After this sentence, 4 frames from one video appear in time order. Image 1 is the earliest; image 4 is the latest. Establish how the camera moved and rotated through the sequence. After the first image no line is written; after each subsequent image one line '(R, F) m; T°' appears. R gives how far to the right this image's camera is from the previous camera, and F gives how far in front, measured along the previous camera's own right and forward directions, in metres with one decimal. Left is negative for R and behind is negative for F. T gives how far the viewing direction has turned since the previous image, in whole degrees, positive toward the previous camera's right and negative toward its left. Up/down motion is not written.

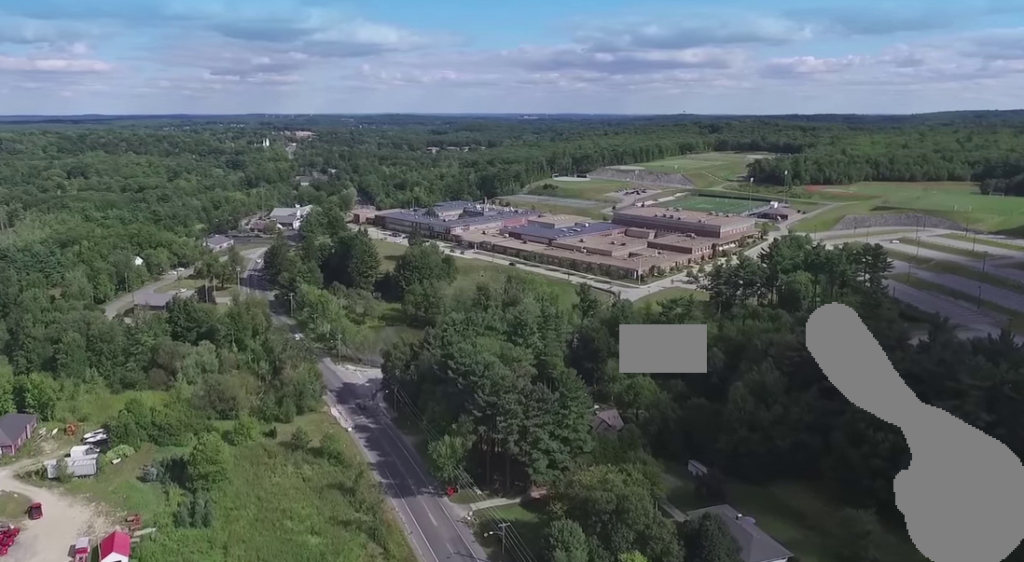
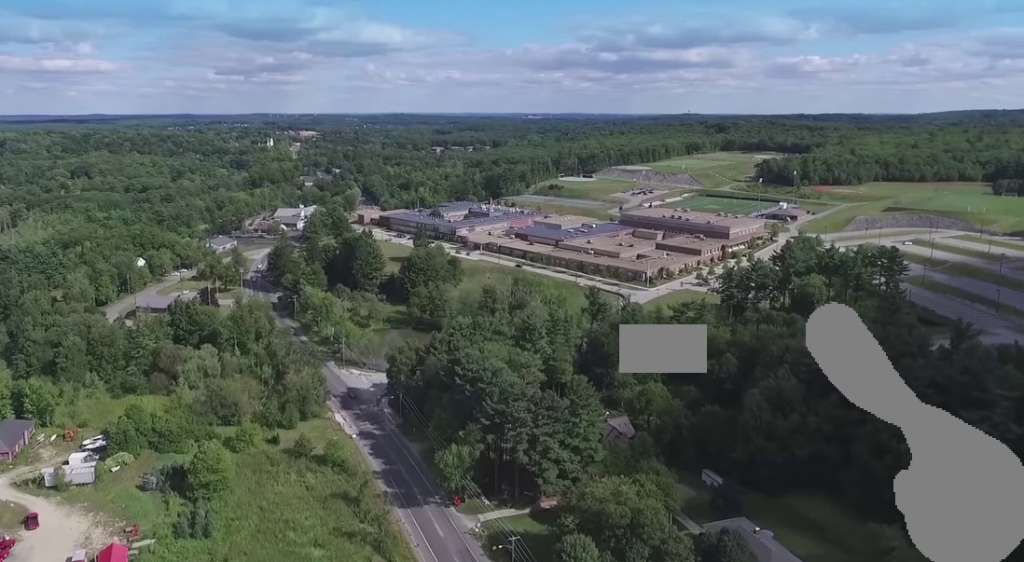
(0.0, +4.6) m; -1°
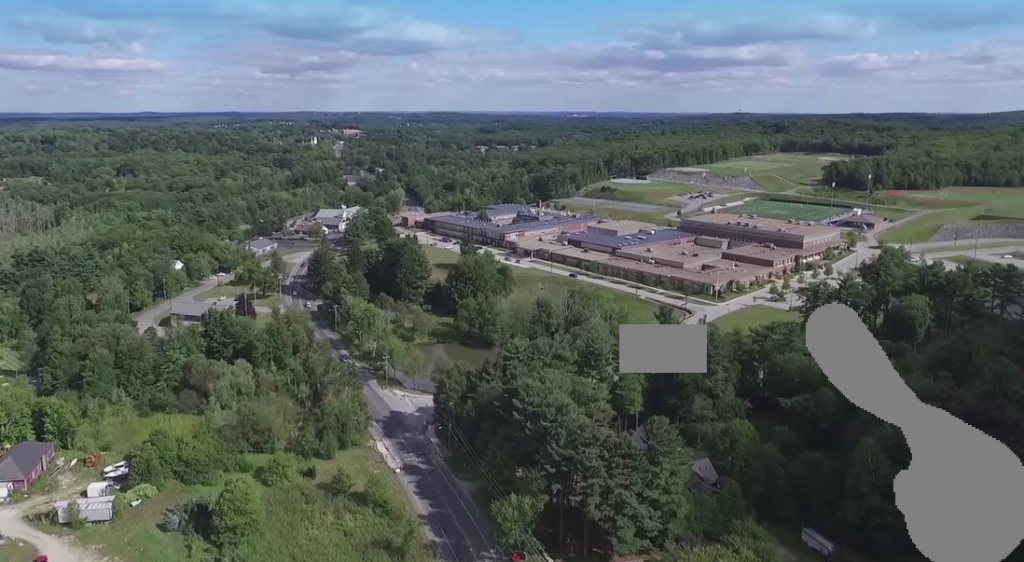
(-0.9, +21.5) m; -5°
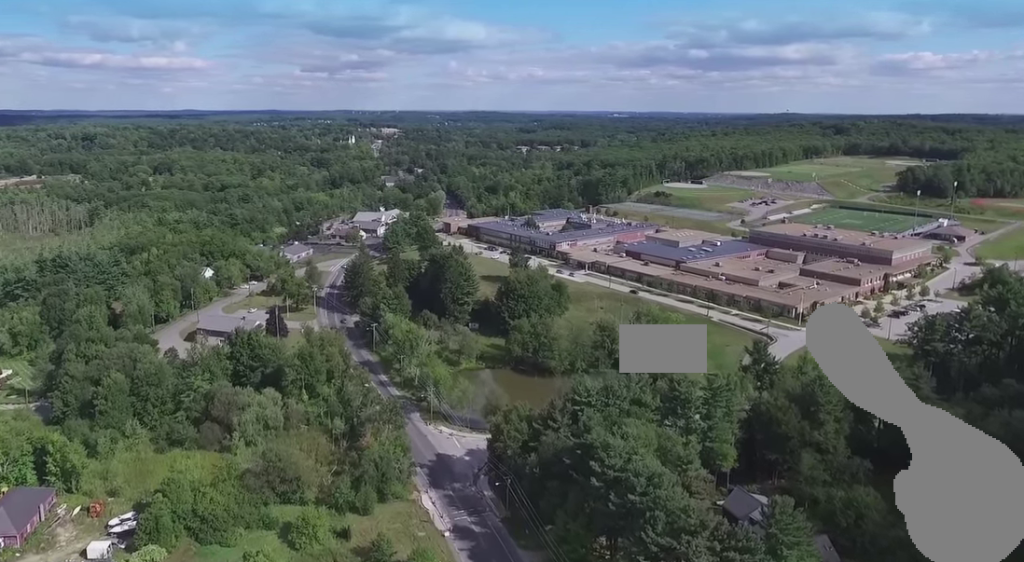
(-0.4, +28.3) m; -1°
